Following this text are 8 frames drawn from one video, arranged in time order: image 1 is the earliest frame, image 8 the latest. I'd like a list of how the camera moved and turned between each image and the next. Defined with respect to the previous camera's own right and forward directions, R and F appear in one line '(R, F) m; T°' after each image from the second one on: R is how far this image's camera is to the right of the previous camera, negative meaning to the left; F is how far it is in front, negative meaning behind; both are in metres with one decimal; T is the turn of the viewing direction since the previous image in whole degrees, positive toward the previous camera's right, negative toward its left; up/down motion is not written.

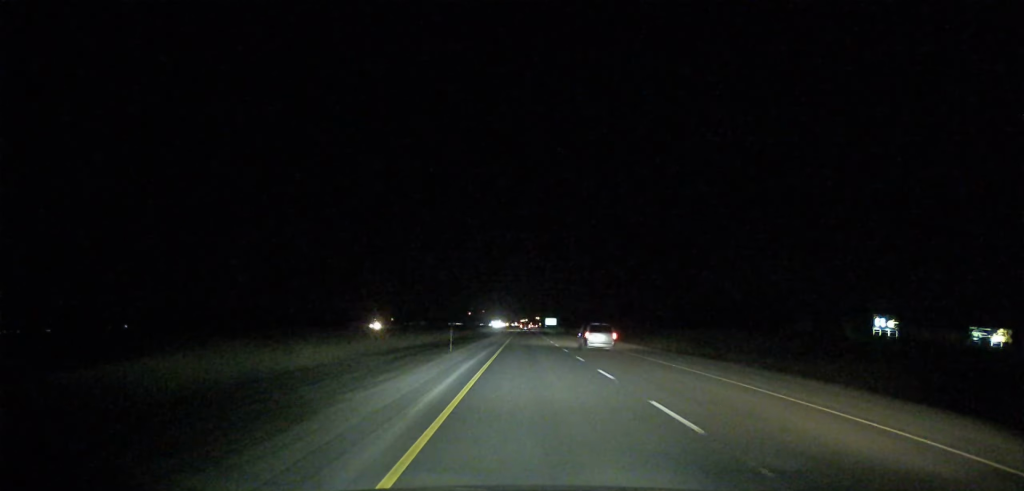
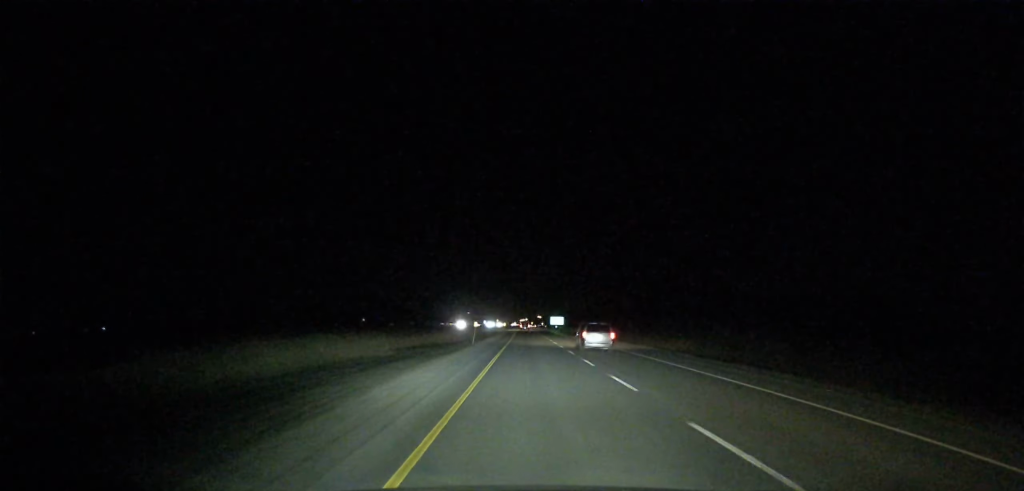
(0.0, +101.9) m; 0°
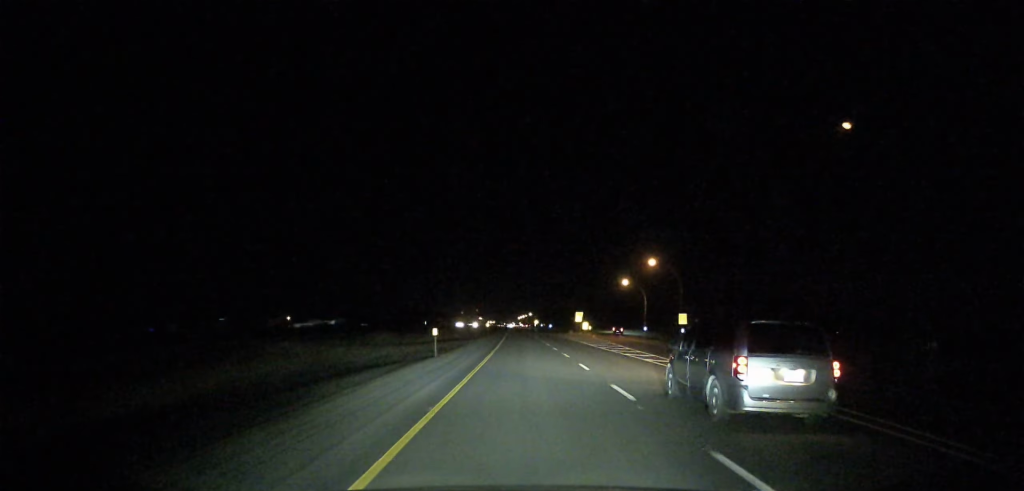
(-0.9, +548.9) m; 0°
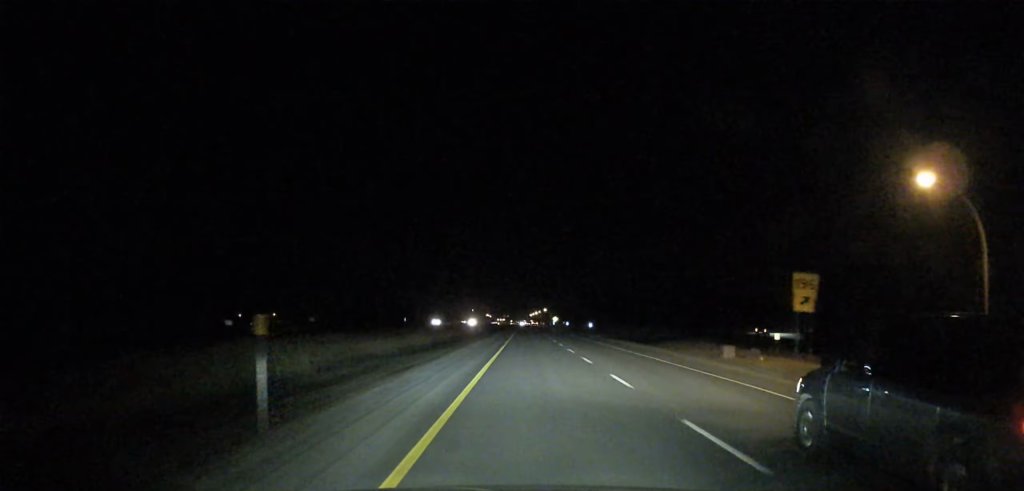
(-0.5, +85.9) m; 0°
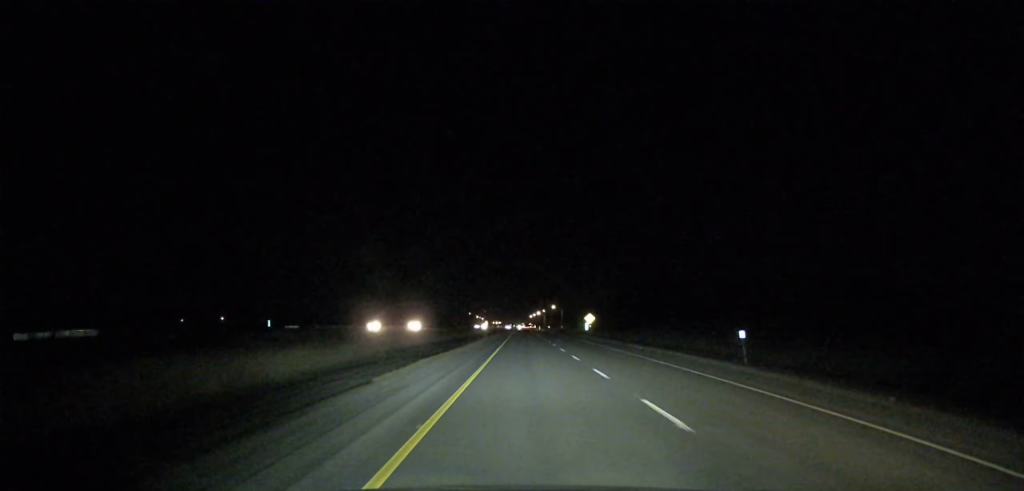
(-0.4, +130.5) m; 0°
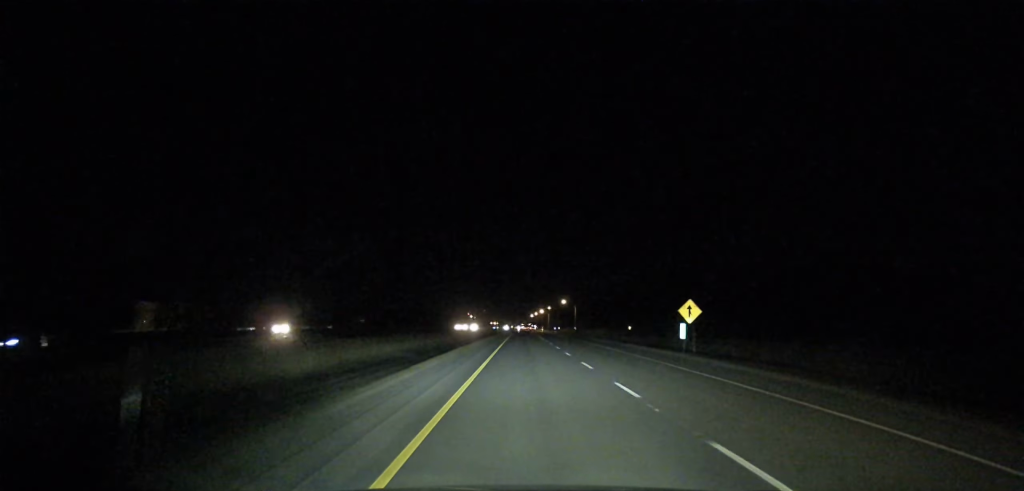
(-0.3, +66.9) m; 0°
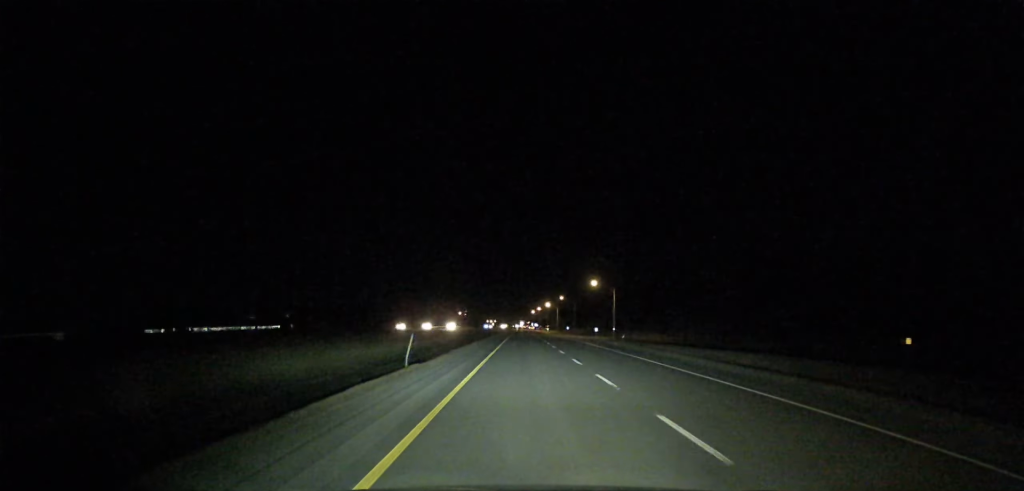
(+0.1, +86.9) m; 0°
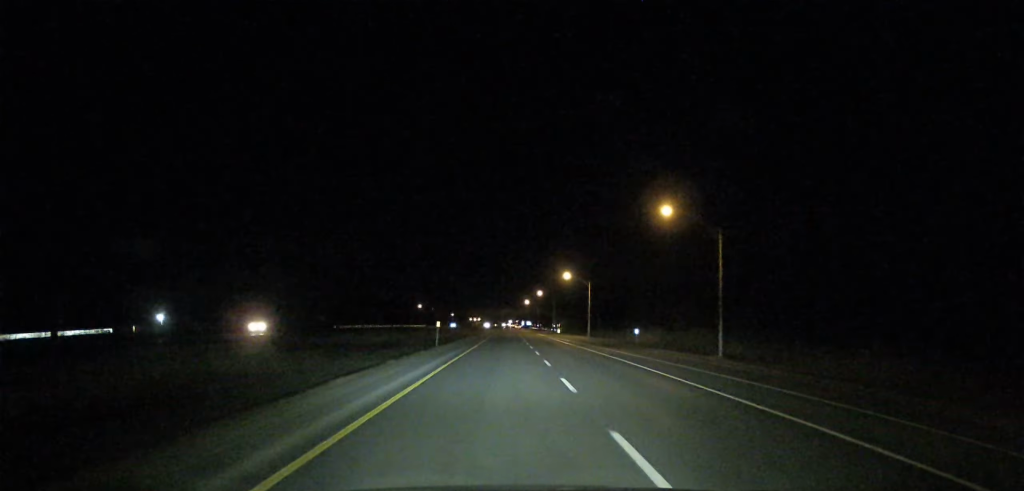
(+0.6, +135.2) m; 0°
